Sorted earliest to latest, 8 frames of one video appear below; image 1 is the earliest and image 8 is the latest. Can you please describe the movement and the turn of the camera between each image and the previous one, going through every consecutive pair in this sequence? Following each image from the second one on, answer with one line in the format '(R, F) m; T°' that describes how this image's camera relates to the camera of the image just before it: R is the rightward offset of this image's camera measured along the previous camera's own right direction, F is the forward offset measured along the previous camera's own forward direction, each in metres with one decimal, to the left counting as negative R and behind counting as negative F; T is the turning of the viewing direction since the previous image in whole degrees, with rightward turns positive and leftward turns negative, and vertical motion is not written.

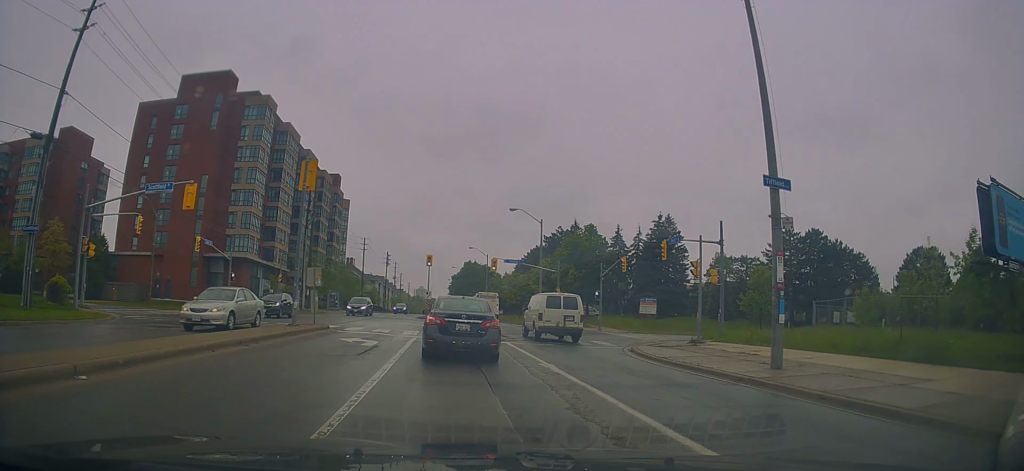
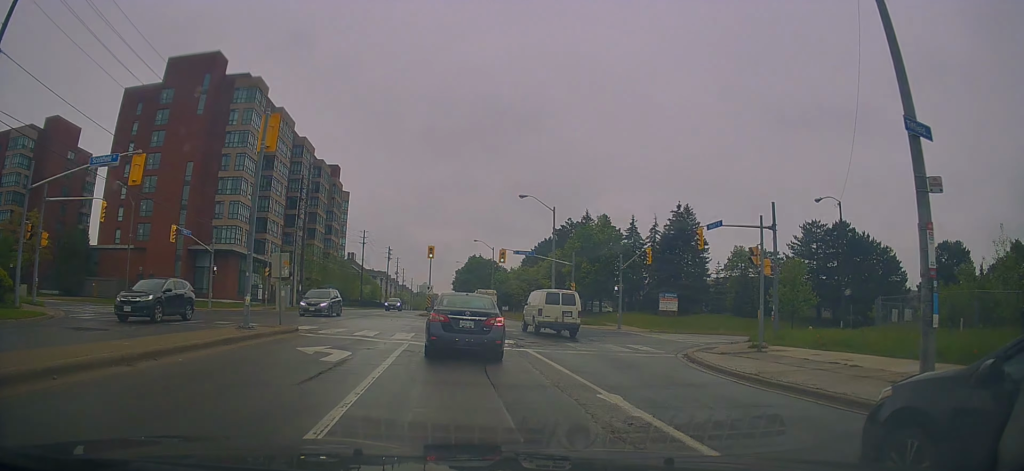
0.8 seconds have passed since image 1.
(-0.2, +4.5) m; -6°
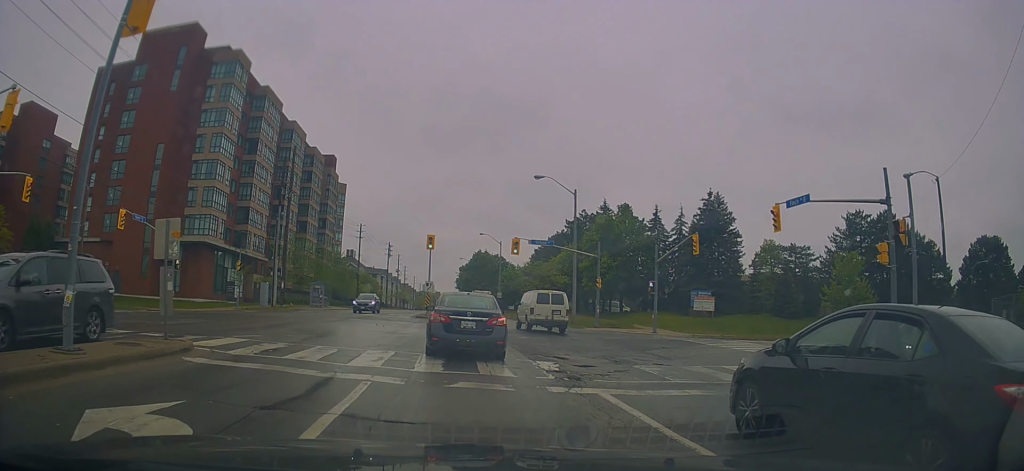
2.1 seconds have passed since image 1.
(-0.7, +7.8) m; -2°
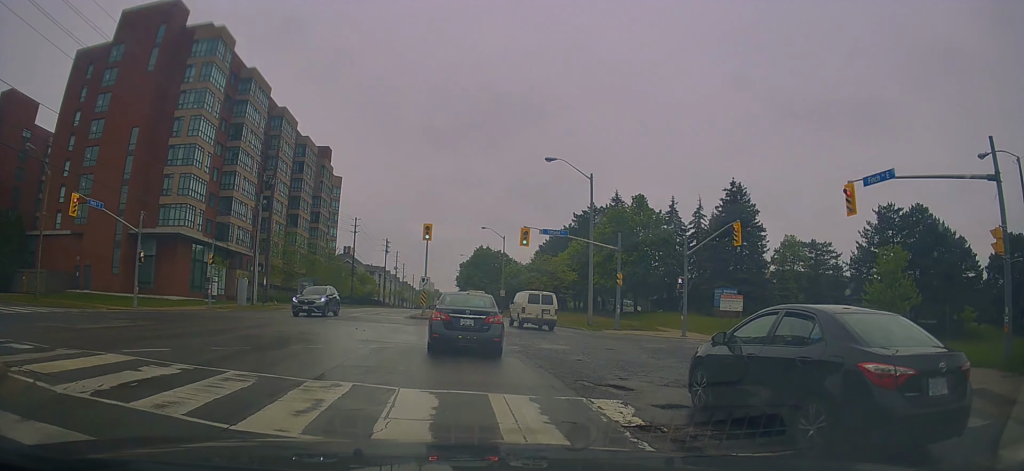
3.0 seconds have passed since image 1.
(+0.3, +5.7) m; +1°
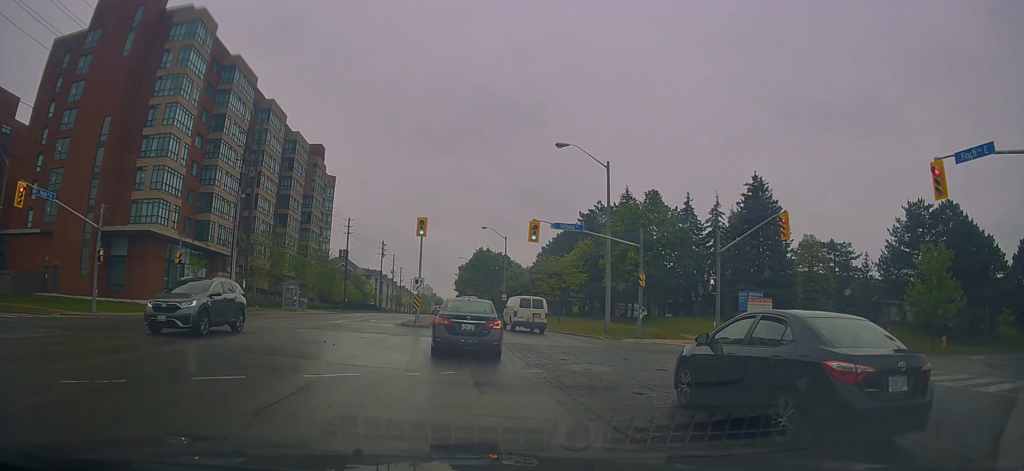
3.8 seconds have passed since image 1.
(0.0, +4.7) m; +1°
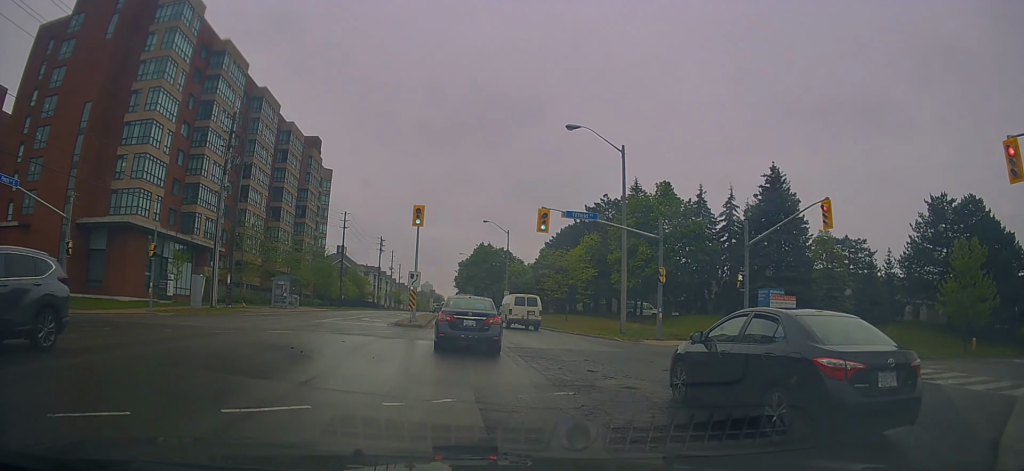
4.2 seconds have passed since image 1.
(-0.2, +3.0) m; +1°
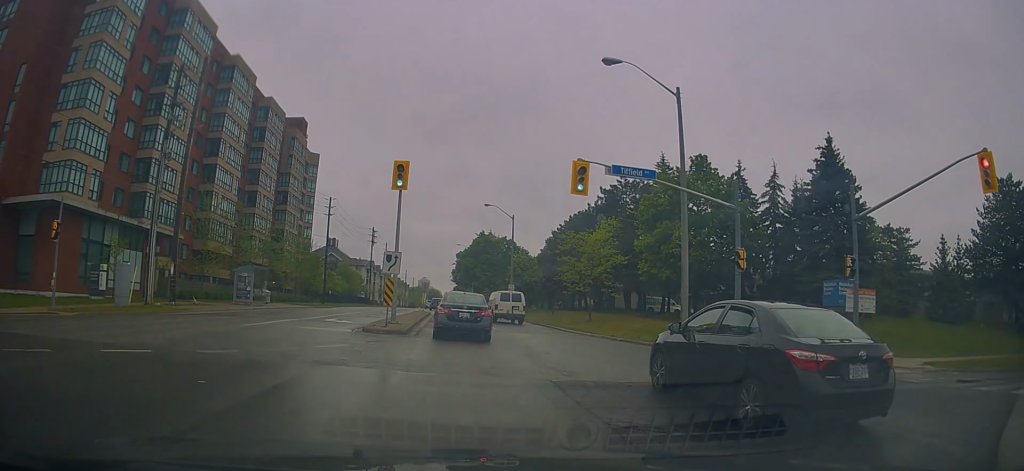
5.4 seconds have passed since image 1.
(+0.4, +8.1) m; +1°
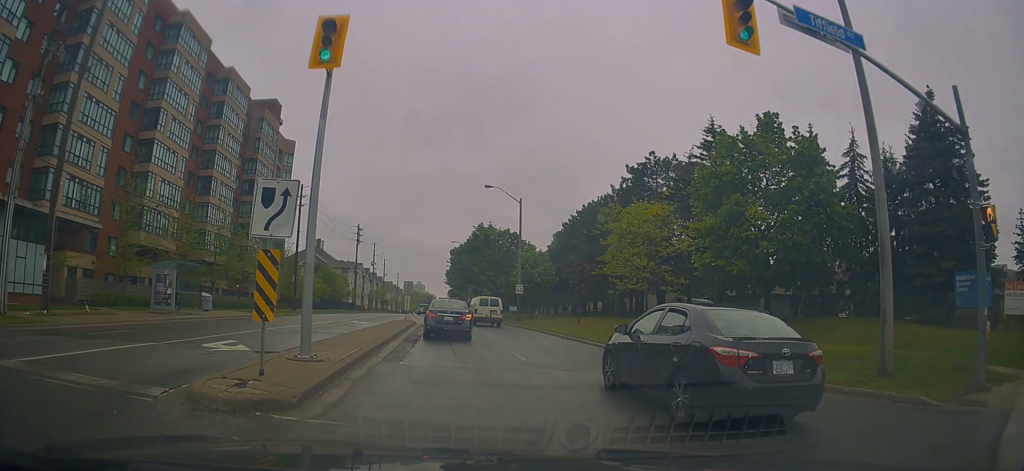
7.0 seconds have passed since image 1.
(-0.5, +12.0) m; +1°
